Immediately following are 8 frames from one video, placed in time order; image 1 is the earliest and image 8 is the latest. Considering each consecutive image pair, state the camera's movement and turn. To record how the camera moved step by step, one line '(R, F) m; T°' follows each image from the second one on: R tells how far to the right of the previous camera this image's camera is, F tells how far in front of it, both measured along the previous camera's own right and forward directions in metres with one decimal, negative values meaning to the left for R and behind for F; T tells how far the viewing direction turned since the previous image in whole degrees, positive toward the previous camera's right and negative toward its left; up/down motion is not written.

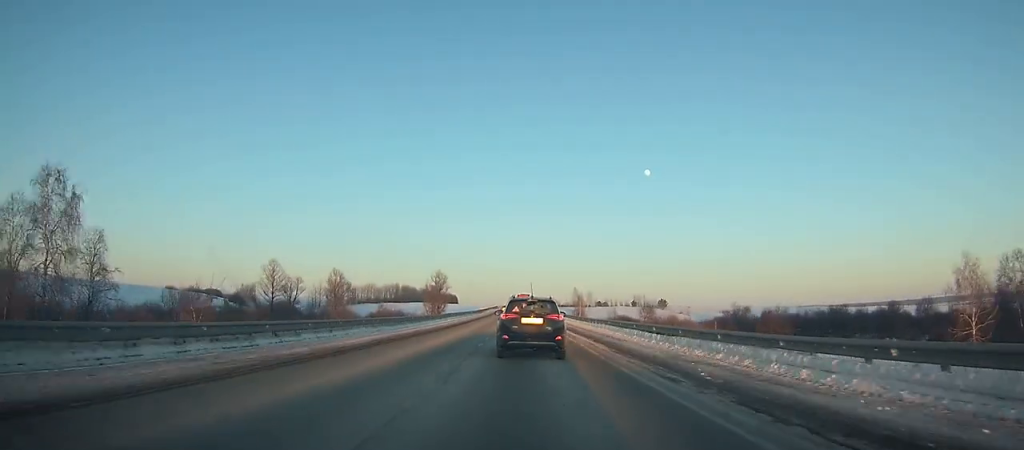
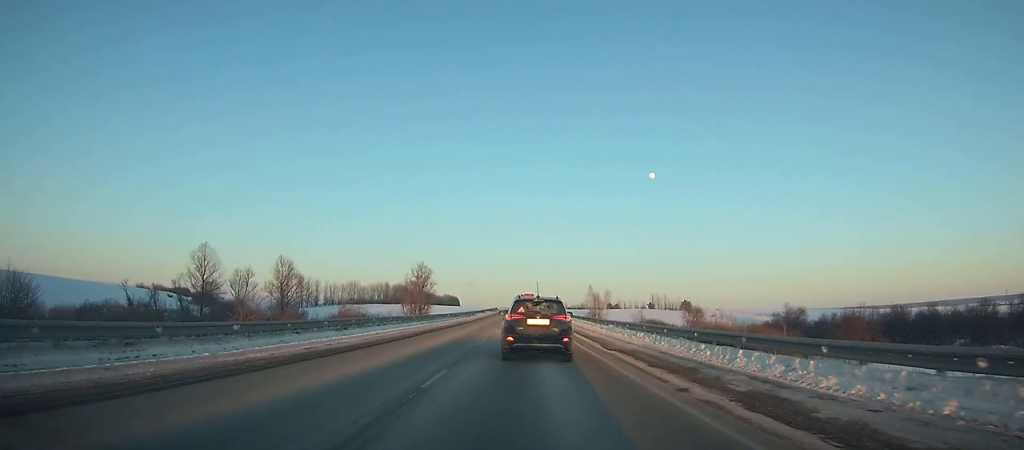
(0.0, +34.3) m; 0°
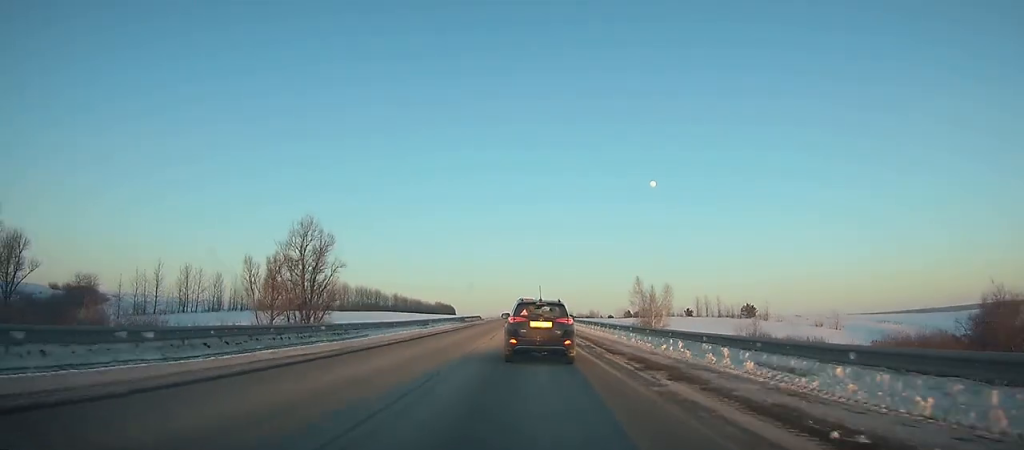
(-0.2, +70.1) m; 0°
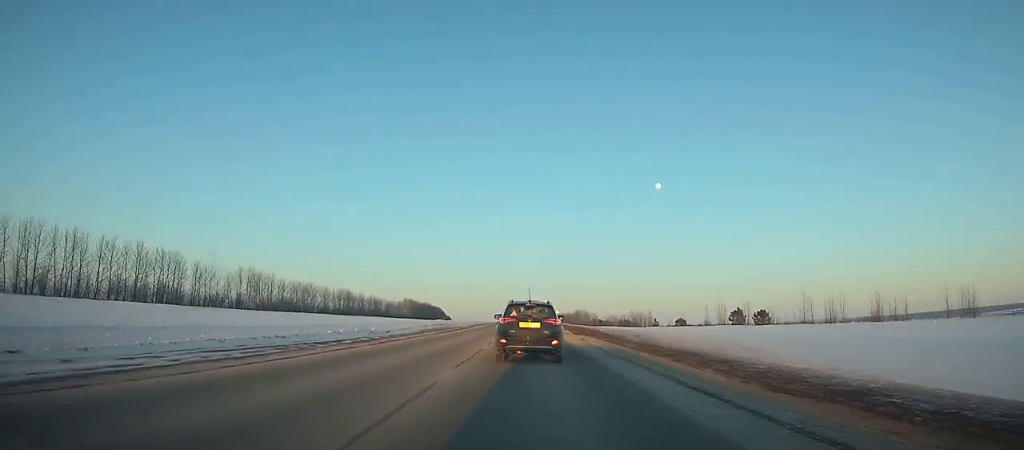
(-1.1, +172.5) m; -1°
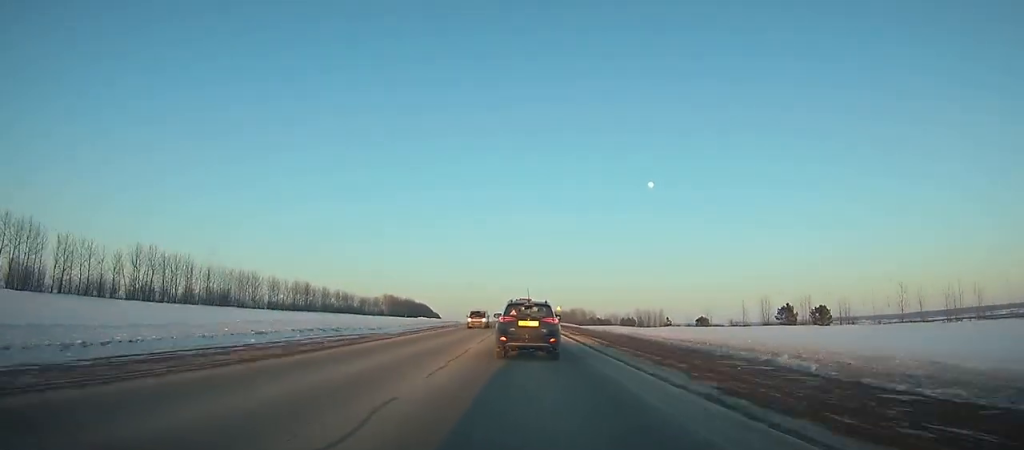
(0.0, +36.7) m; 0°
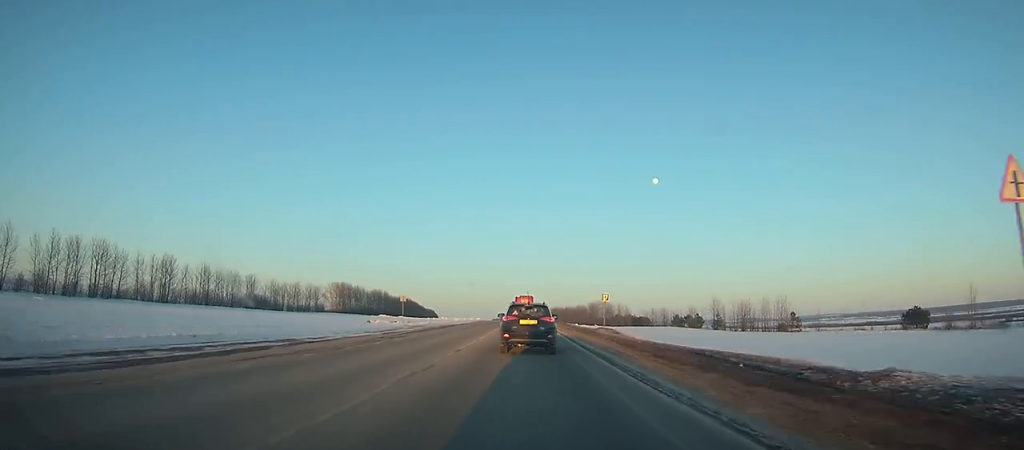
(+0.2, +106.5) m; 0°
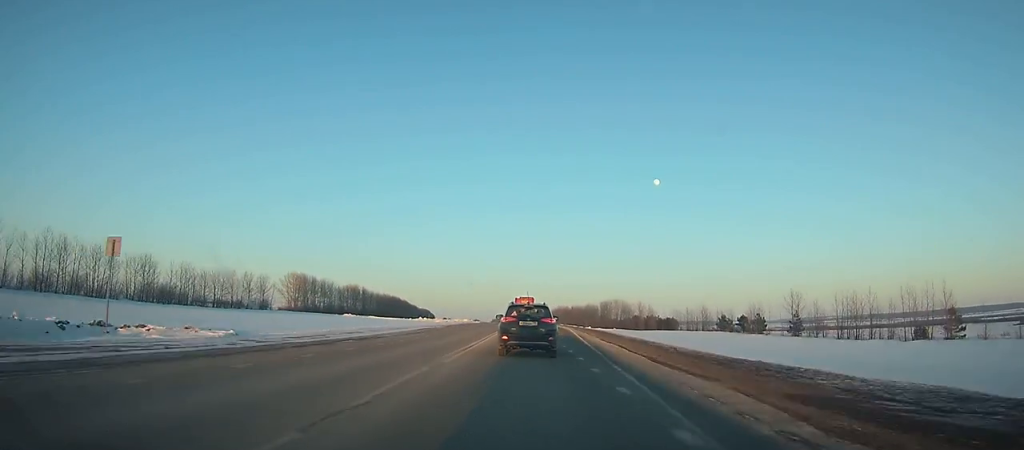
(+0.1, +50.6) m; 0°
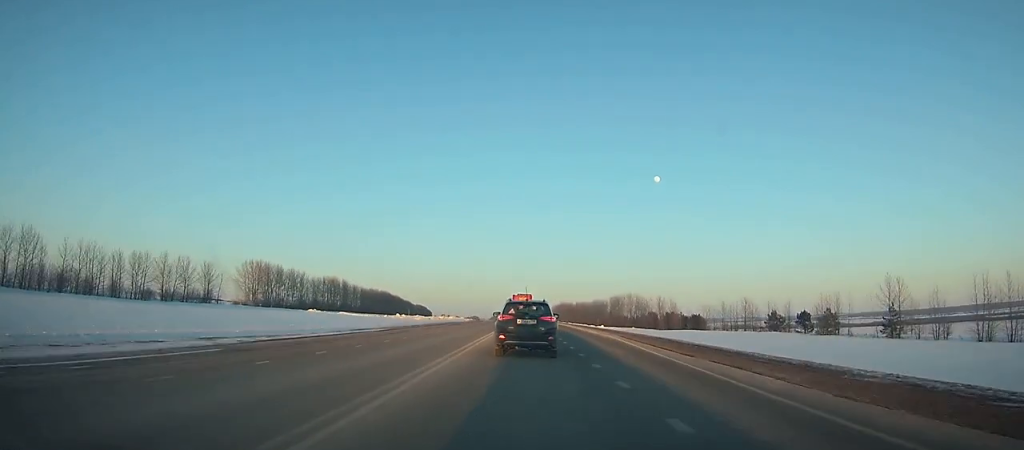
(0.0, +34.5) m; 0°
